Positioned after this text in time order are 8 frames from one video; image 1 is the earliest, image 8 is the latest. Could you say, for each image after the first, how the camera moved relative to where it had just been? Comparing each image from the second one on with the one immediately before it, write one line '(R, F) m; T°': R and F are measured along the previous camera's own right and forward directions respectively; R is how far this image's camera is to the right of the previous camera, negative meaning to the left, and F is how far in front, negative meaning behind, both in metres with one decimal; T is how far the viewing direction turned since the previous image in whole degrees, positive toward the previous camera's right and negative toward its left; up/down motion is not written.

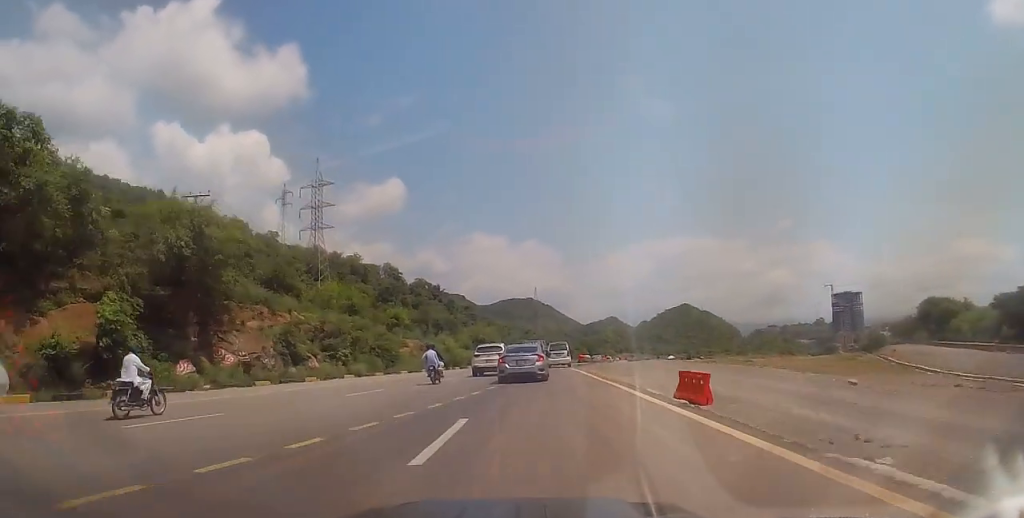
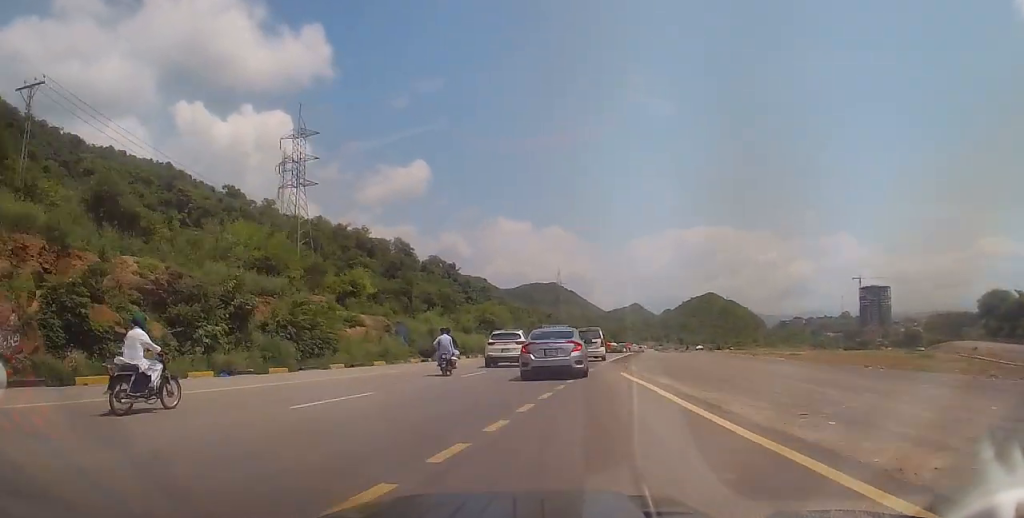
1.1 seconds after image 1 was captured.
(-0.2, +18.3) m; -2°
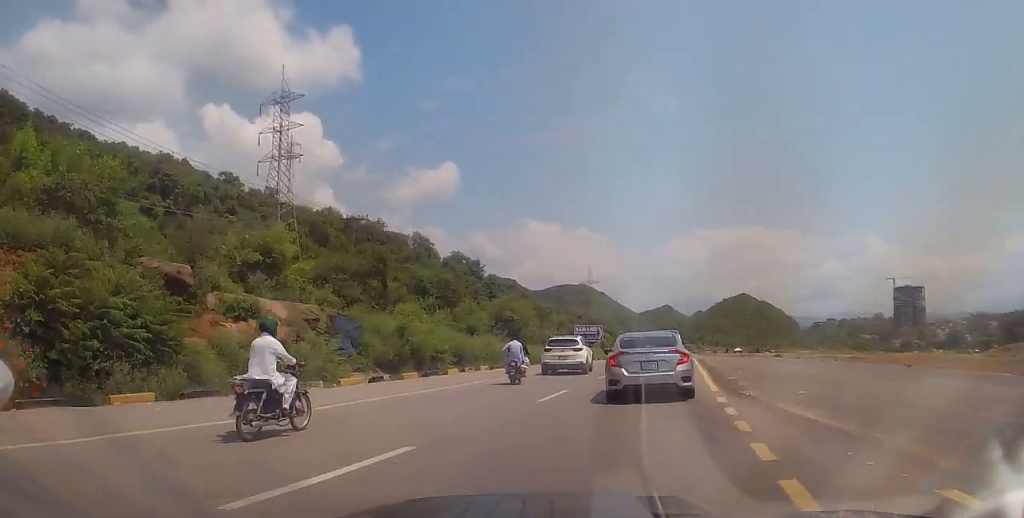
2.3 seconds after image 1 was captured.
(-0.5, +16.6) m; -2°
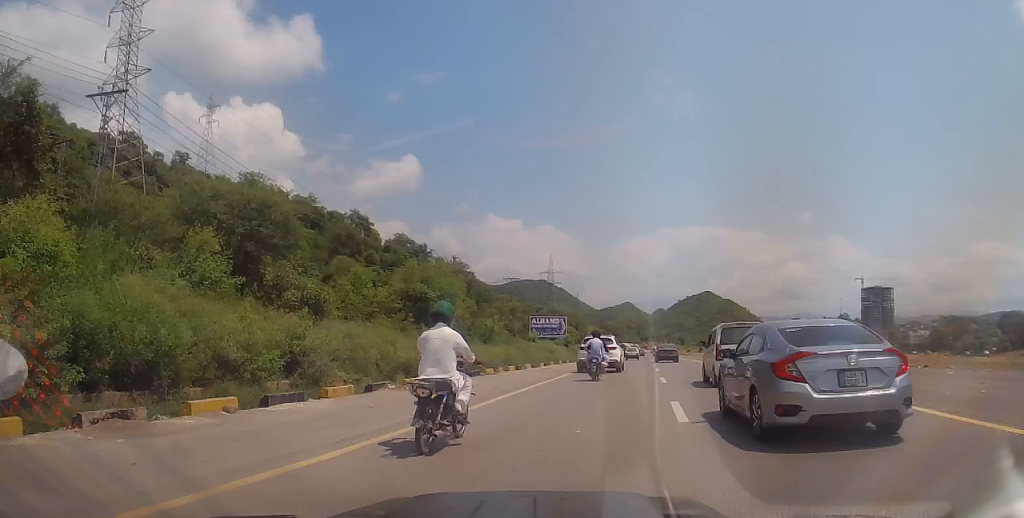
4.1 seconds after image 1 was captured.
(+0.1, +23.5) m; +4°
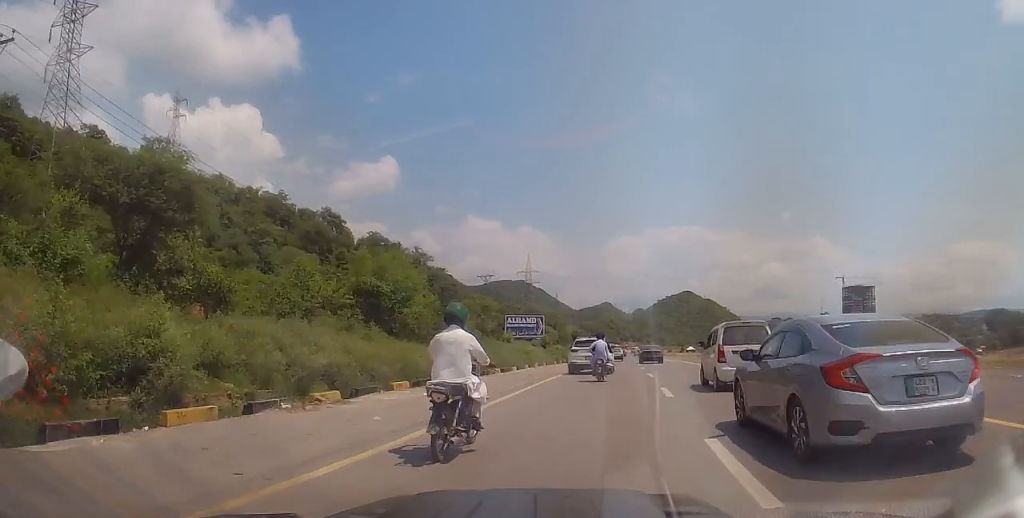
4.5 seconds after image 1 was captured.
(0.0, +5.0) m; +3°
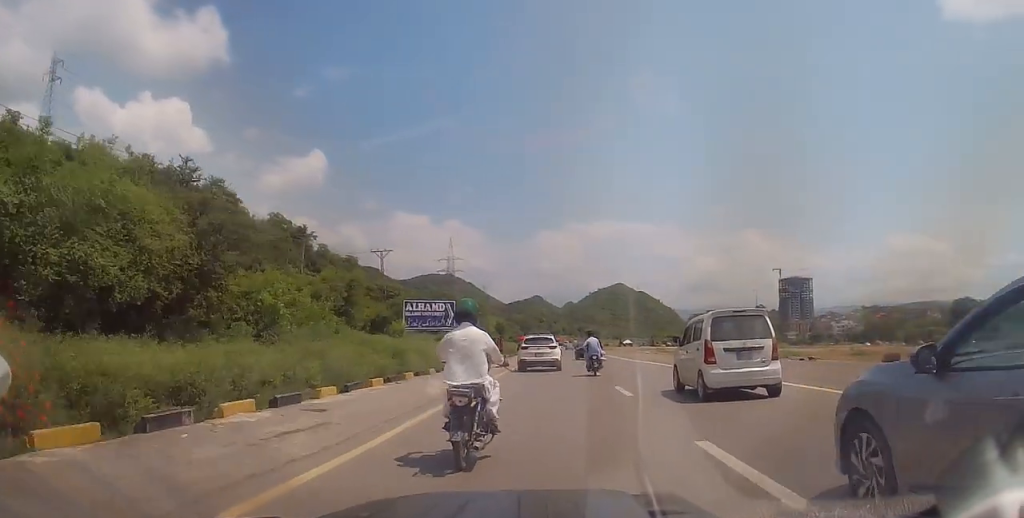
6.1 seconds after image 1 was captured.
(+1.2, +19.9) m; +3°
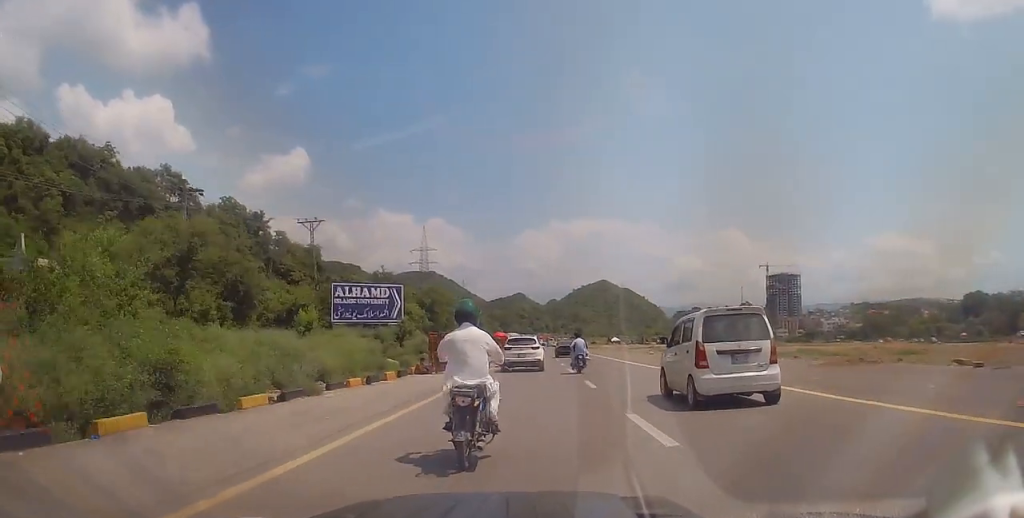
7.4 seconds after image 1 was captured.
(-0.1, +16.4) m; +2°
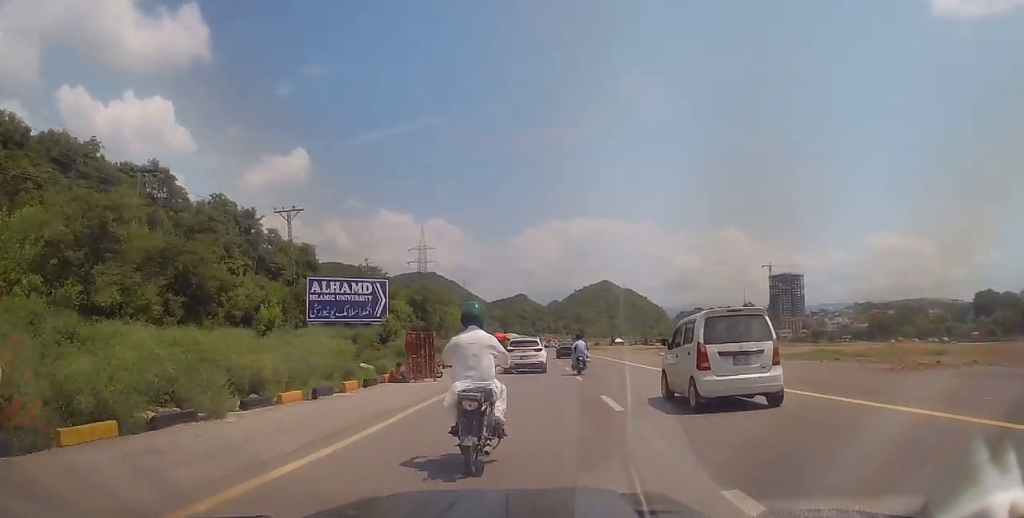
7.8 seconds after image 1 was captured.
(+0.1, +5.2) m; +2°
